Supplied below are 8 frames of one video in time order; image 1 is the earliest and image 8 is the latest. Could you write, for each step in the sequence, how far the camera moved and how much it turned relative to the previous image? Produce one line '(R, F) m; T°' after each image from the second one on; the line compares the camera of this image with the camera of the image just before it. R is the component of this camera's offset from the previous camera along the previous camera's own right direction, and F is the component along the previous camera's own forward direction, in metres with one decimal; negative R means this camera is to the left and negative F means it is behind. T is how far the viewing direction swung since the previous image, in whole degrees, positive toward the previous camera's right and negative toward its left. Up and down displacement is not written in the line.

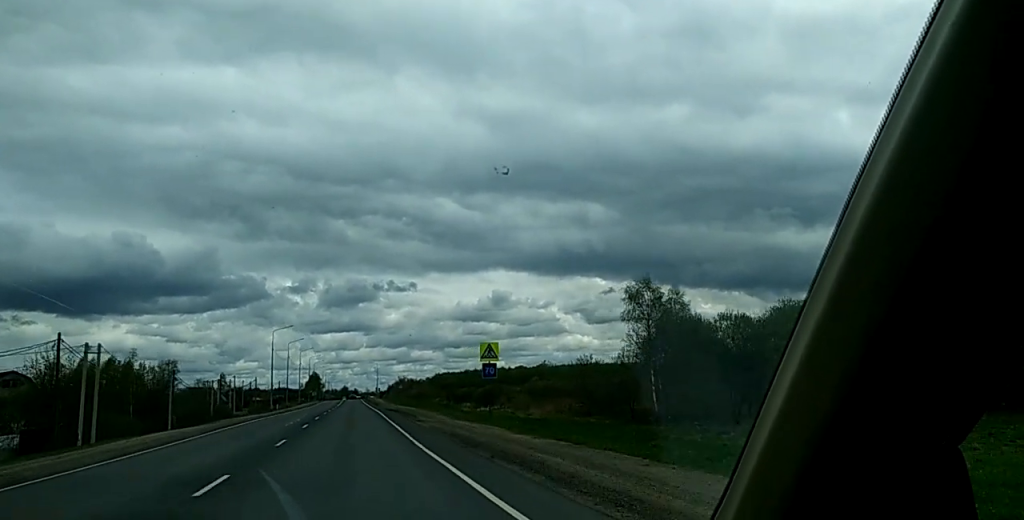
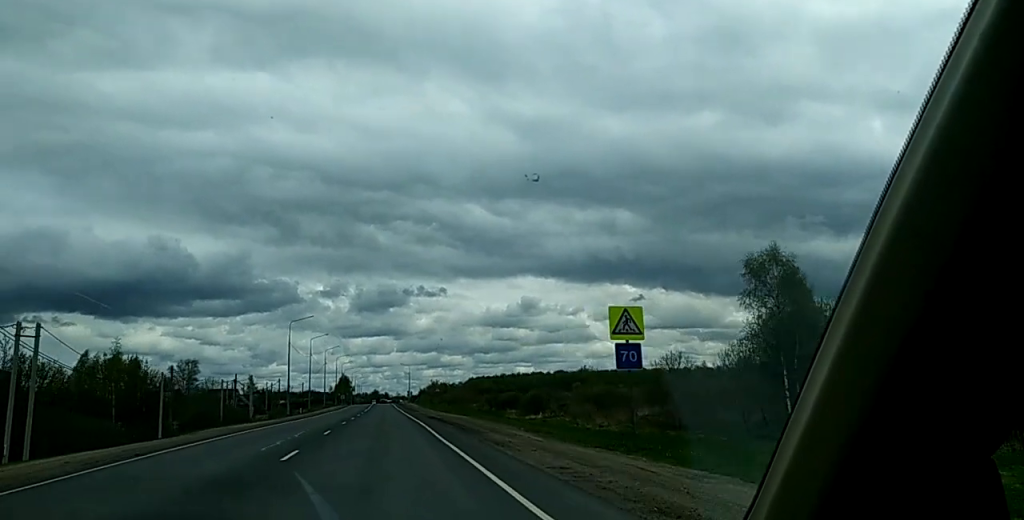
(+0.3, +18.7) m; +2°
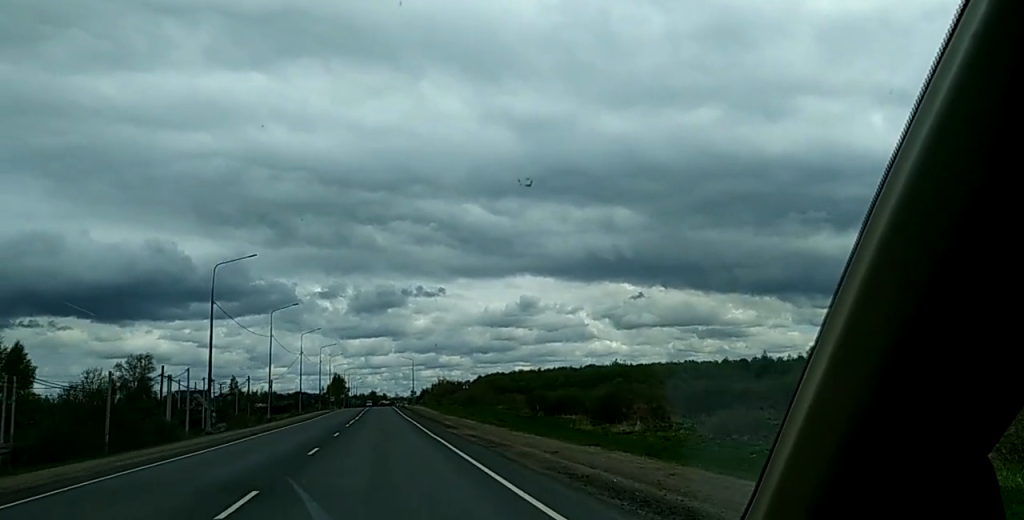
(+0.3, +43.5) m; -1°
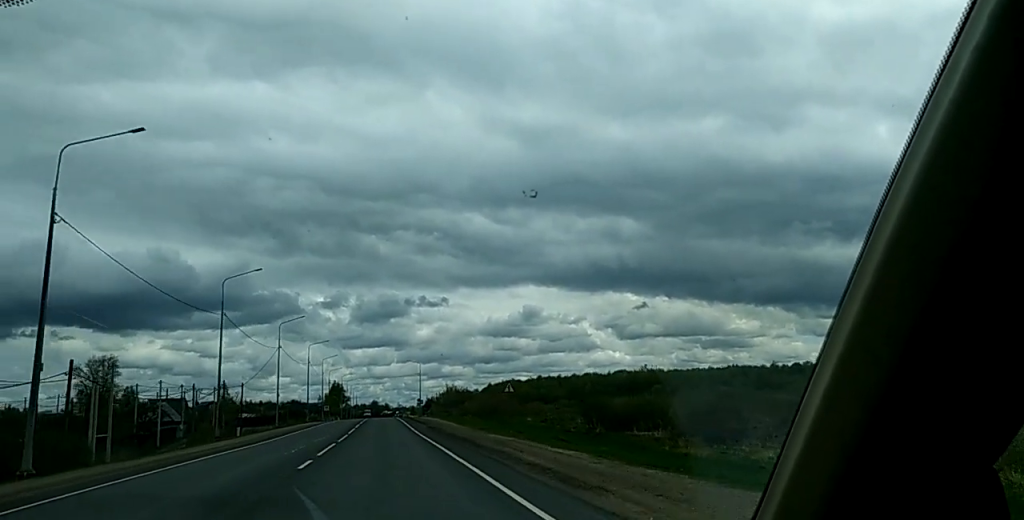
(-0.2, +26.6) m; -1°
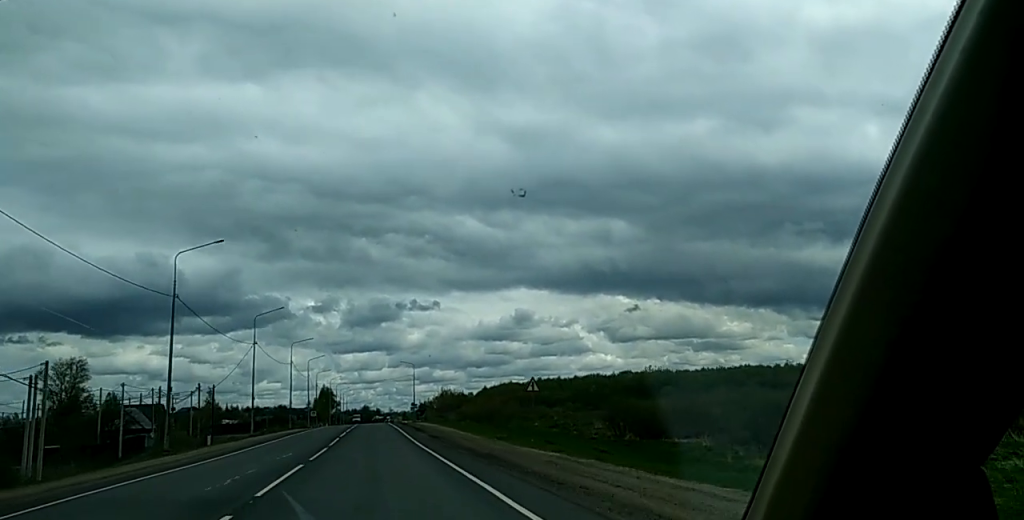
(+0.1, +10.9) m; 0°
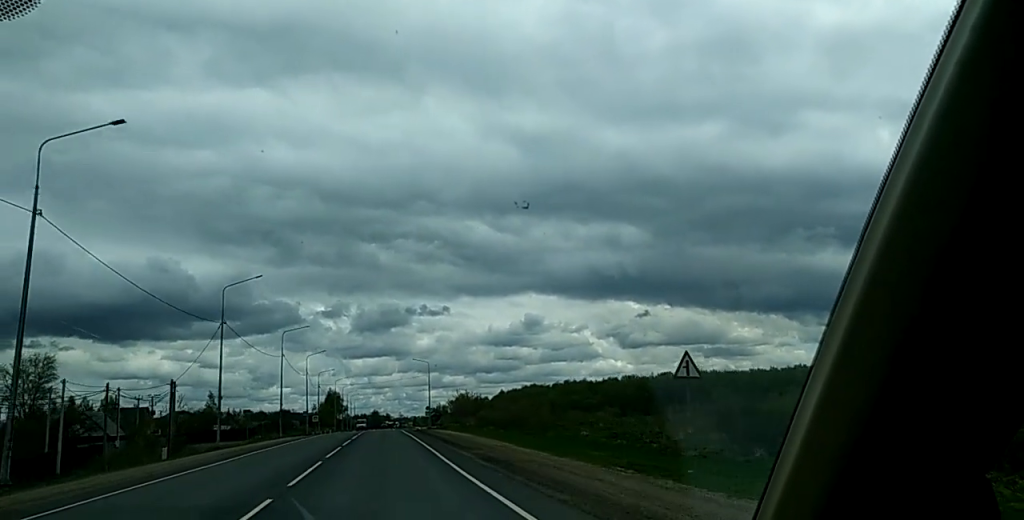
(-0.5, +19.9) m; 0°
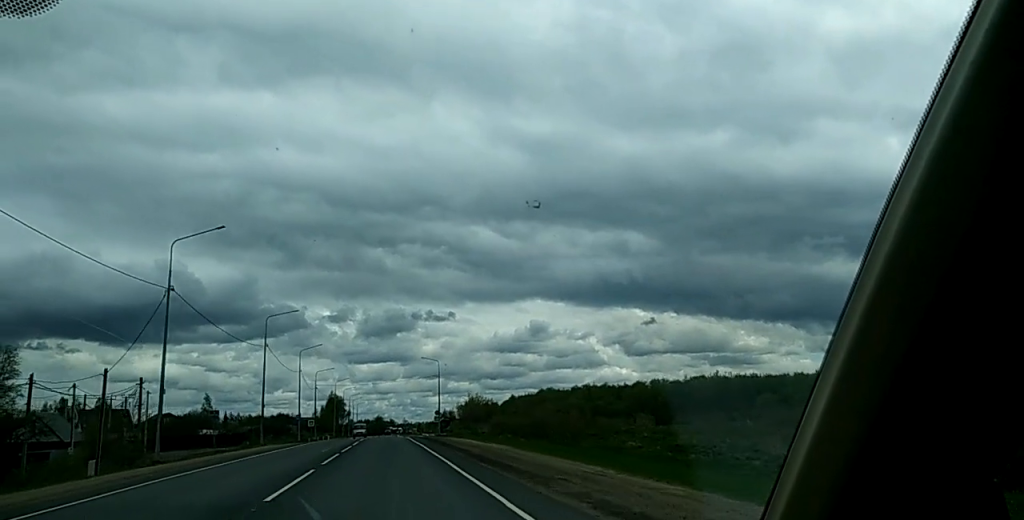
(+0.4, +15.3) m; +1°
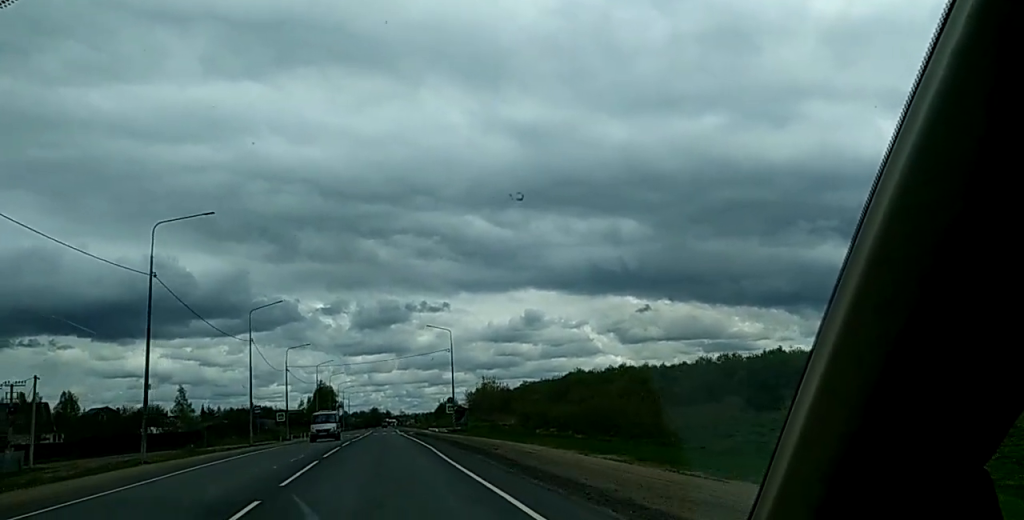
(+0.3, +33.5) m; +1°
